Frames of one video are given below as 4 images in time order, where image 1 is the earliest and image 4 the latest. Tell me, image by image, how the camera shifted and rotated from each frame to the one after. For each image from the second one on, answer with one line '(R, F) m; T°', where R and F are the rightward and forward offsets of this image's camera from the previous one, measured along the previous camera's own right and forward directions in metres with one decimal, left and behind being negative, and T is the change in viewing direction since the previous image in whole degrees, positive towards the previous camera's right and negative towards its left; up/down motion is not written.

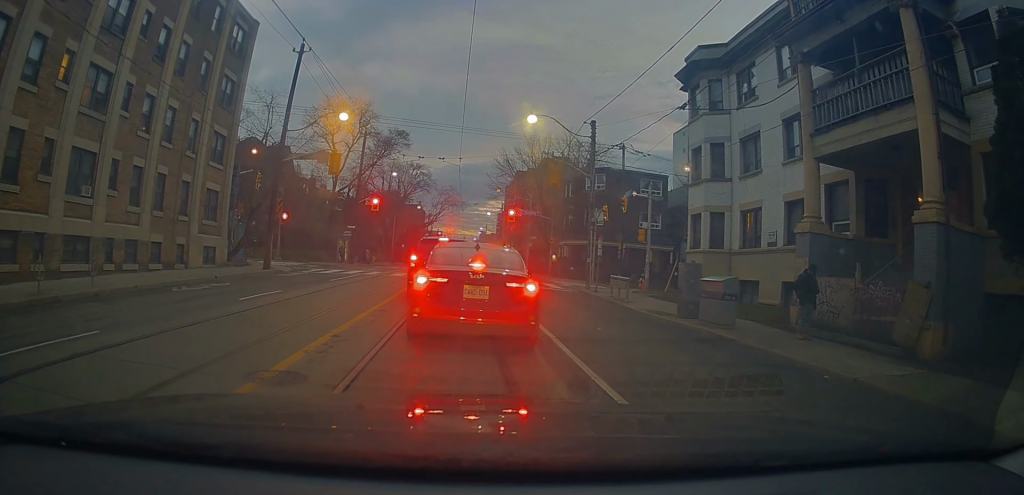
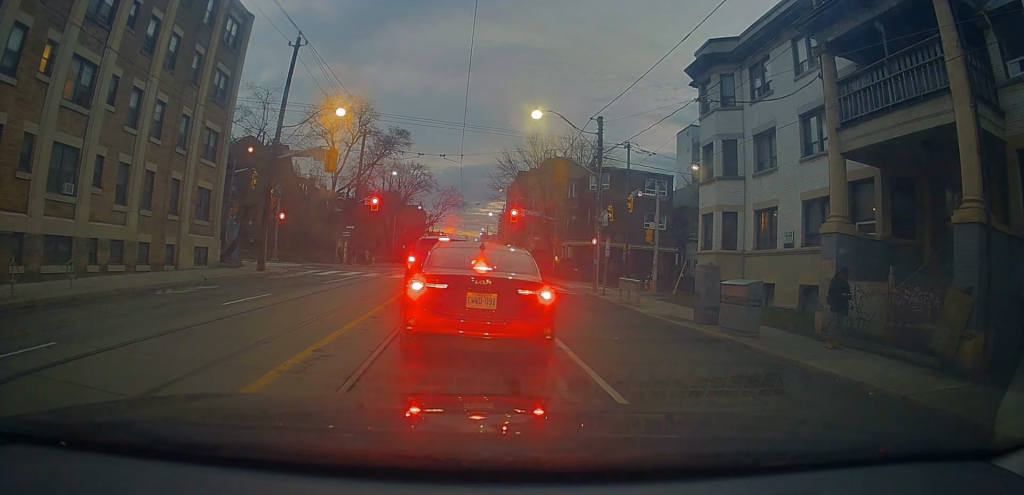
(-0.2, +1.6) m; 0°
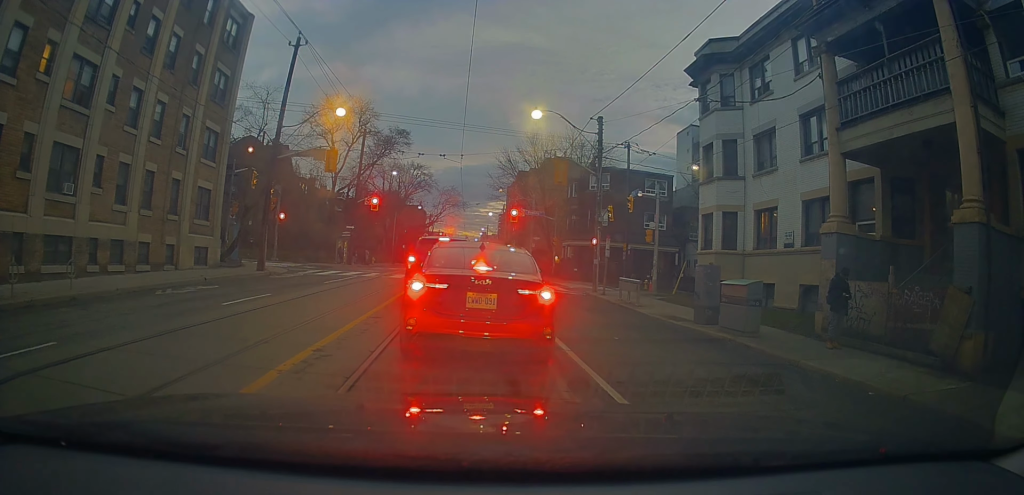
(0.0, 0.0) m; 0°
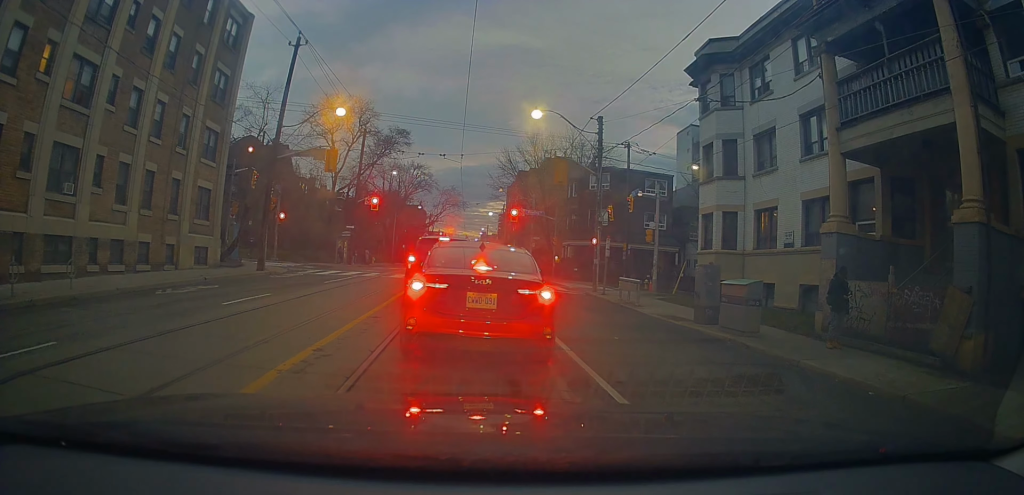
(0.0, 0.0) m; 0°
